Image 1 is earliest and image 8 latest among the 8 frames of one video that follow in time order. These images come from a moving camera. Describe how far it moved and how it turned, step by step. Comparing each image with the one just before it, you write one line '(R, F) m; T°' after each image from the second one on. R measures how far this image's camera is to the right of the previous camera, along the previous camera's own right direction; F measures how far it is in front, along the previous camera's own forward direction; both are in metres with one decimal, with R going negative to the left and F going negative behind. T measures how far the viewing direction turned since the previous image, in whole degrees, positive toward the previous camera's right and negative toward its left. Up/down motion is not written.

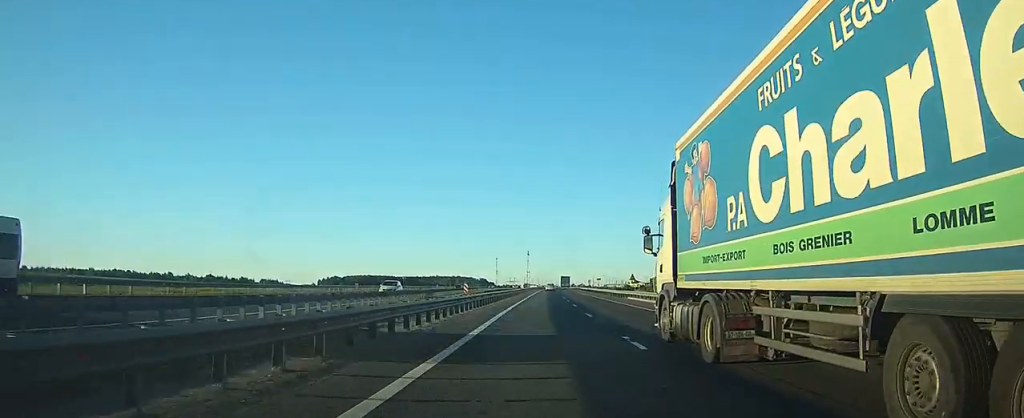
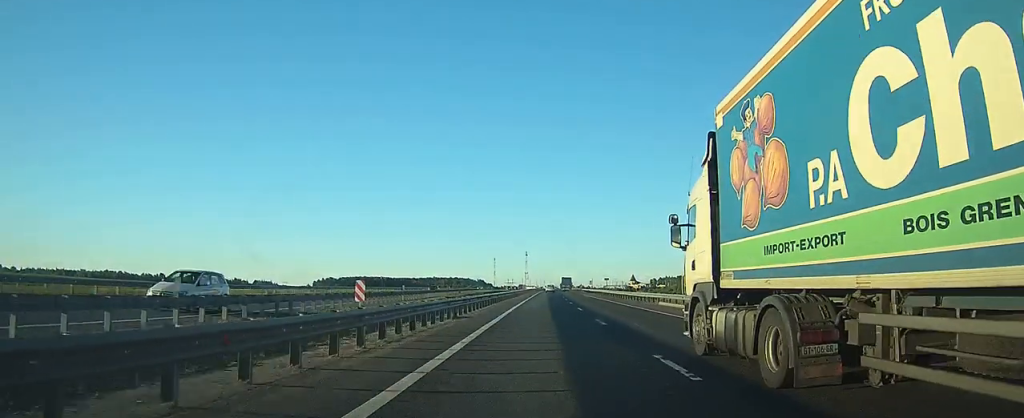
(+0.2, +16.0) m; +1°
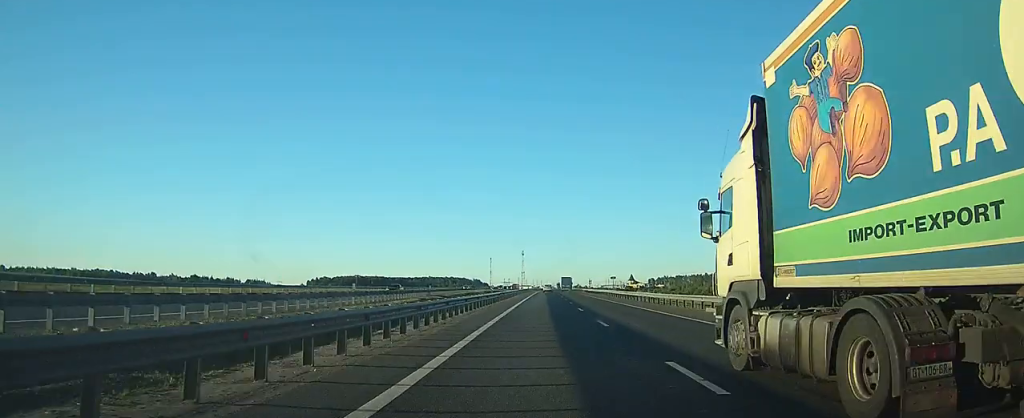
(+0.1, +13.2) m; +1°
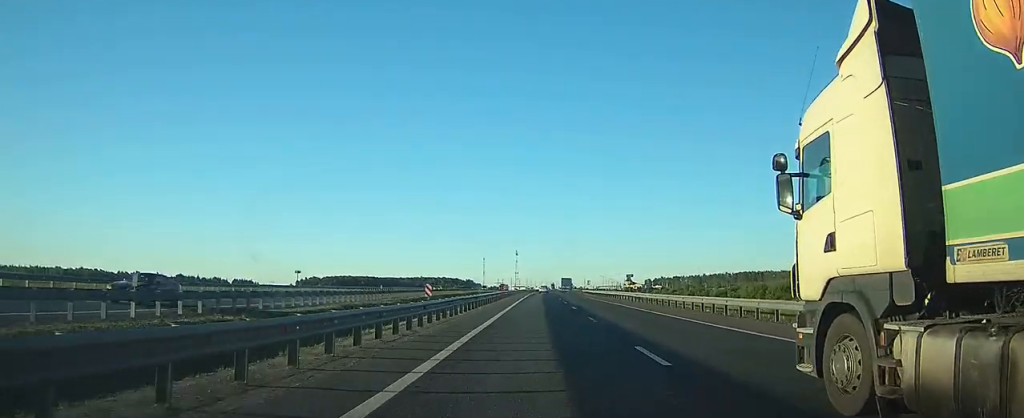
(+0.2, +21.6) m; +1°
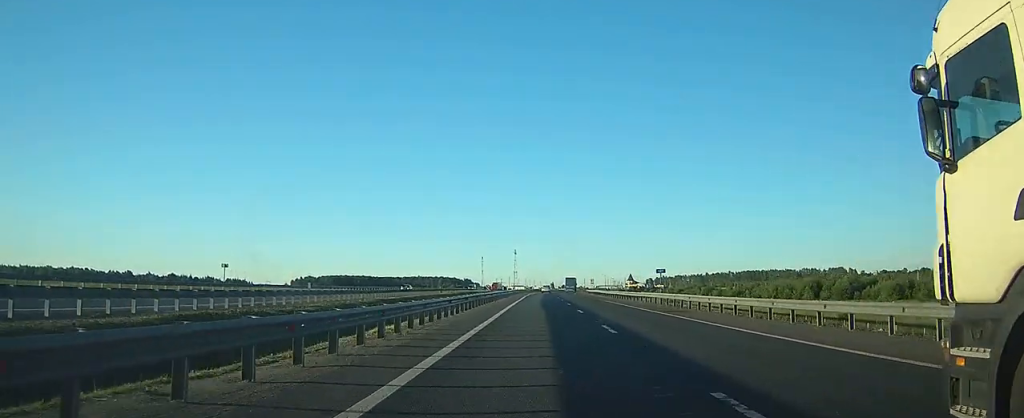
(+0.1, +17.8) m; 0°
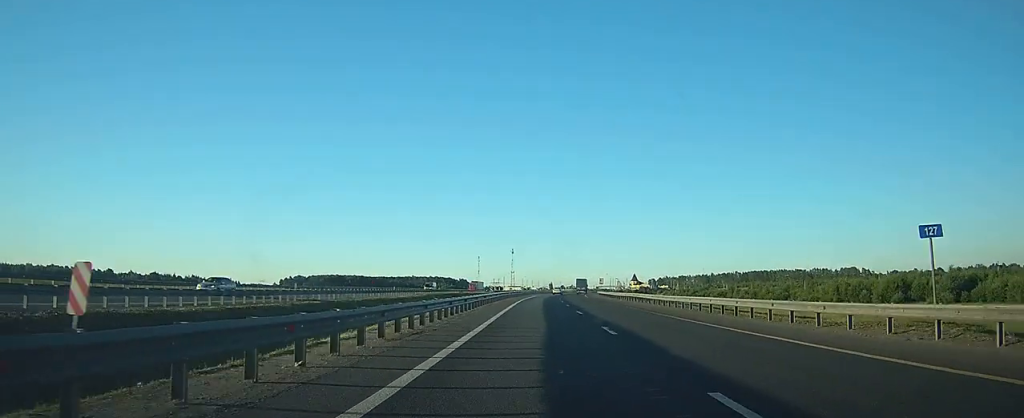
(+0.2, +36.4) m; 0°
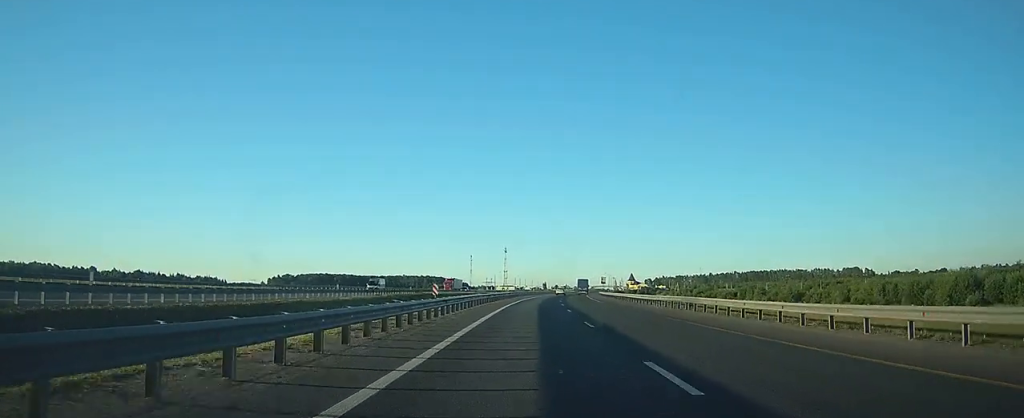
(0.0, +21.3) m; 0°
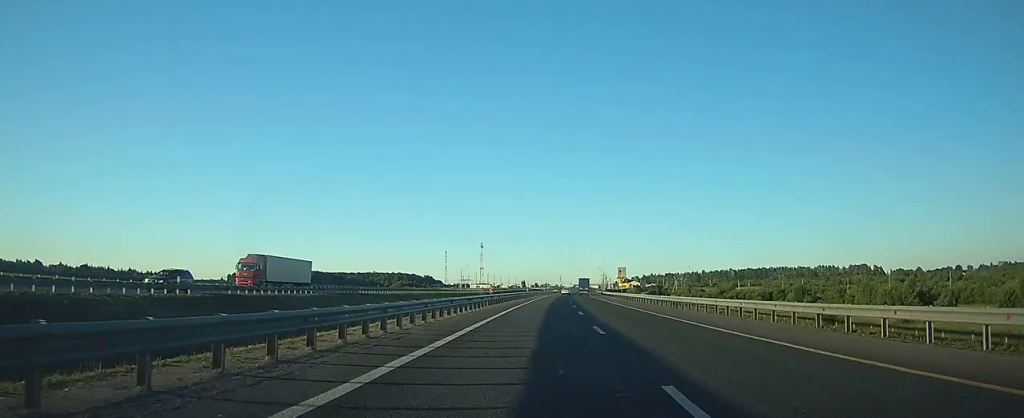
(+0.5, +62.8) m; +1°
